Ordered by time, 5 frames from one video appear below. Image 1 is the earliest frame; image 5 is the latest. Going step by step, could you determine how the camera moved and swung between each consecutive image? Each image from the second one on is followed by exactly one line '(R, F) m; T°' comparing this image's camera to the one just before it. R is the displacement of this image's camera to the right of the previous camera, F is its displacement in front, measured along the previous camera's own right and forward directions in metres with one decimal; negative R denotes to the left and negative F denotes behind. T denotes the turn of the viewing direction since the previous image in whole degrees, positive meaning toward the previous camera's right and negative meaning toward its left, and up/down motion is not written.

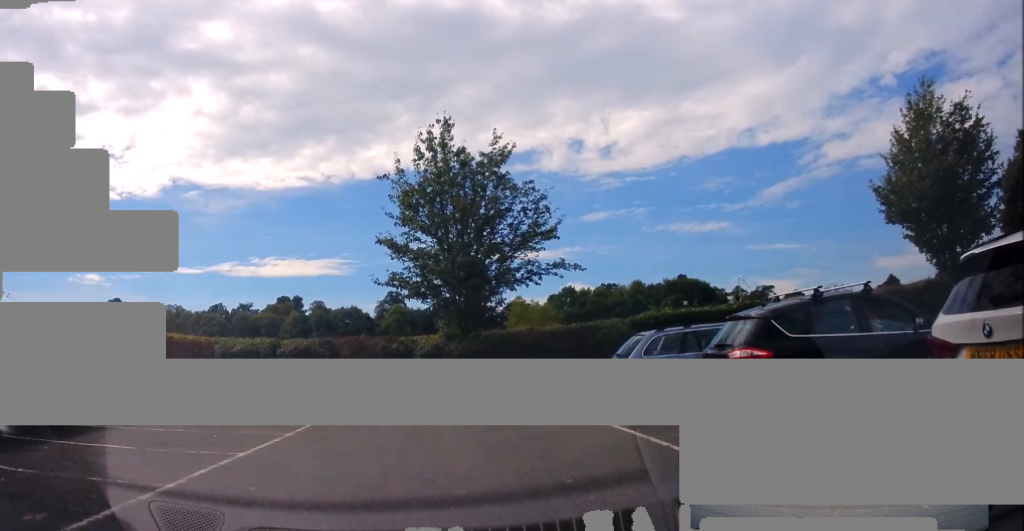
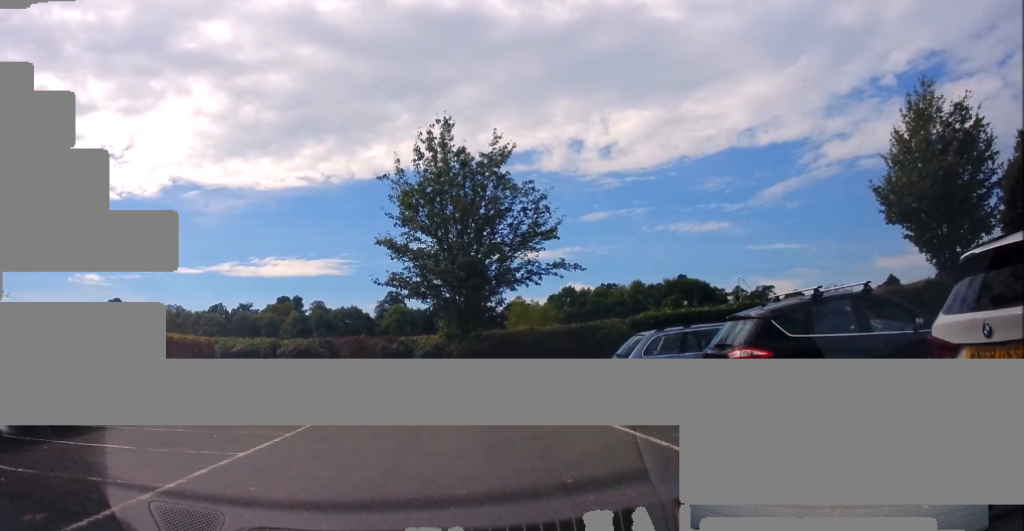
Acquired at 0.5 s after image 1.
(0.0, 0.0) m; 0°
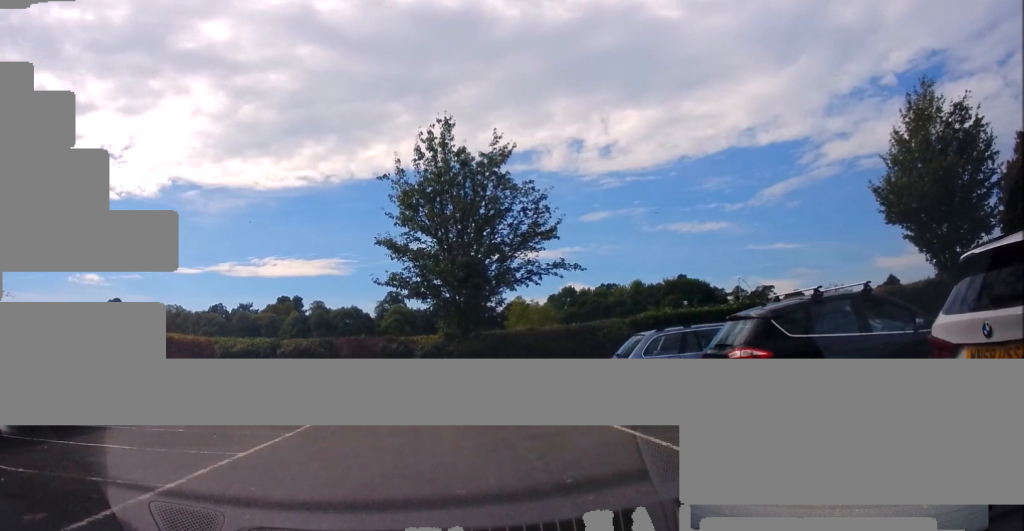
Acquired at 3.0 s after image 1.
(0.0, 0.0) m; 0°
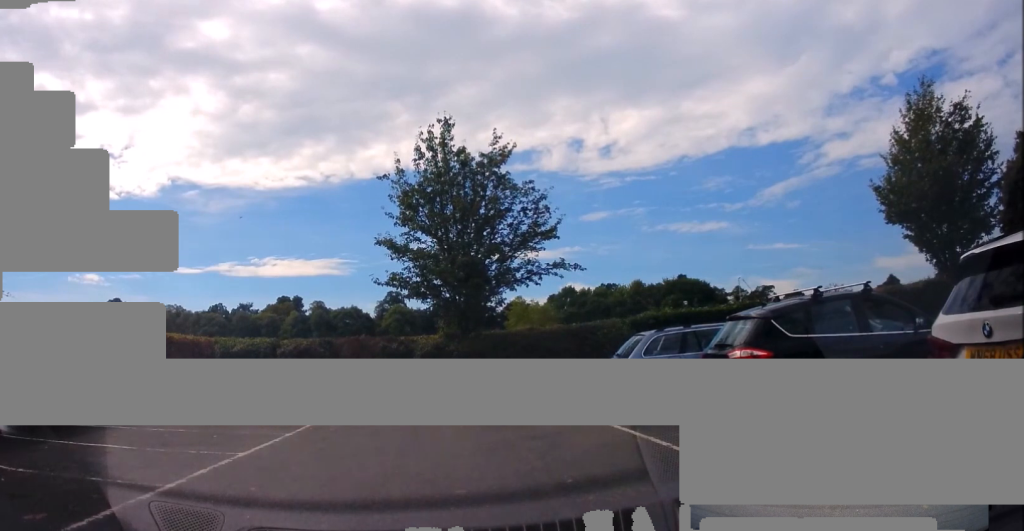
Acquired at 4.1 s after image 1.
(0.0, 0.0) m; 0°
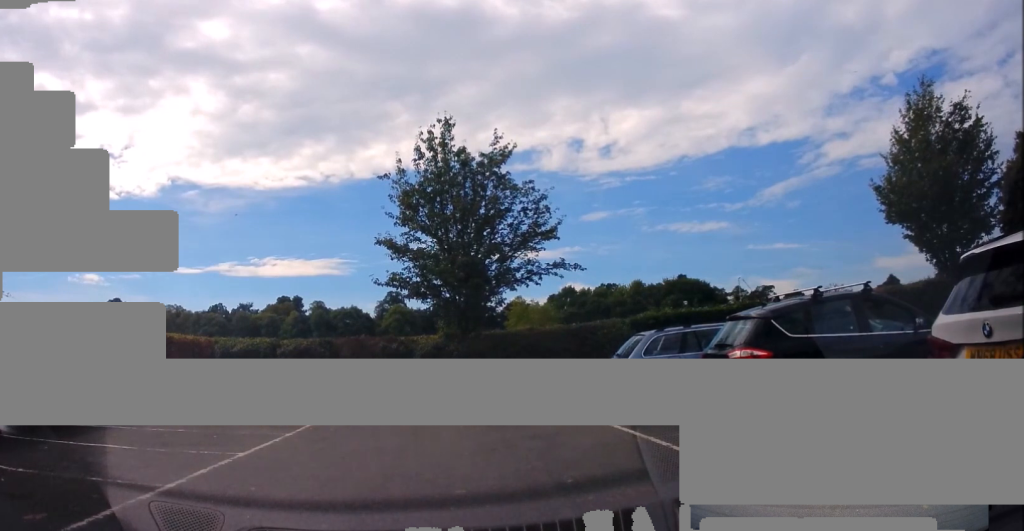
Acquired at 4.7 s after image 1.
(0.0, 0.0) m; 0°
